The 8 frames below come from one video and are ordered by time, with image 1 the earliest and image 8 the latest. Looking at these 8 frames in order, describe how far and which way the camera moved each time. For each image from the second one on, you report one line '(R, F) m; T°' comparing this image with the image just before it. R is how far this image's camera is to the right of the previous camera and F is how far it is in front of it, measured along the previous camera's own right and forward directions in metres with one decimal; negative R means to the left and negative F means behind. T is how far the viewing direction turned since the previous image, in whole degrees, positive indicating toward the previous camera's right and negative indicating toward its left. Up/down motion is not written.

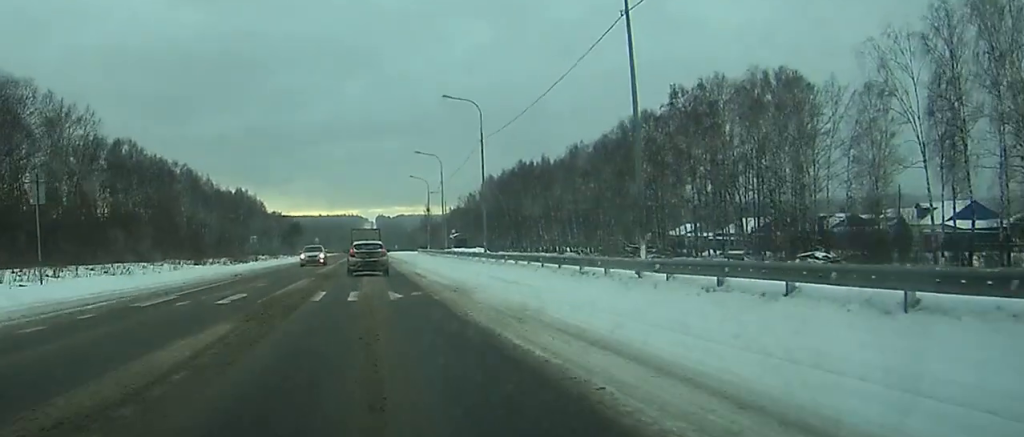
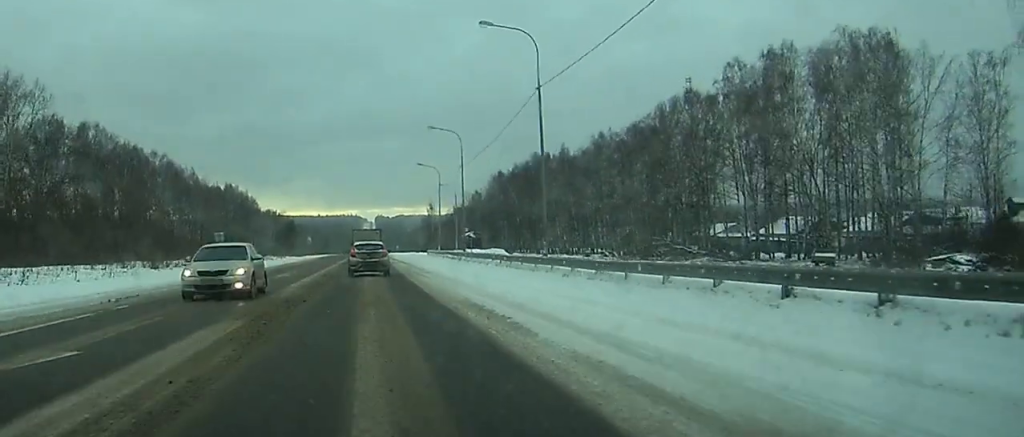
(0.0, +20.2) m; 0°
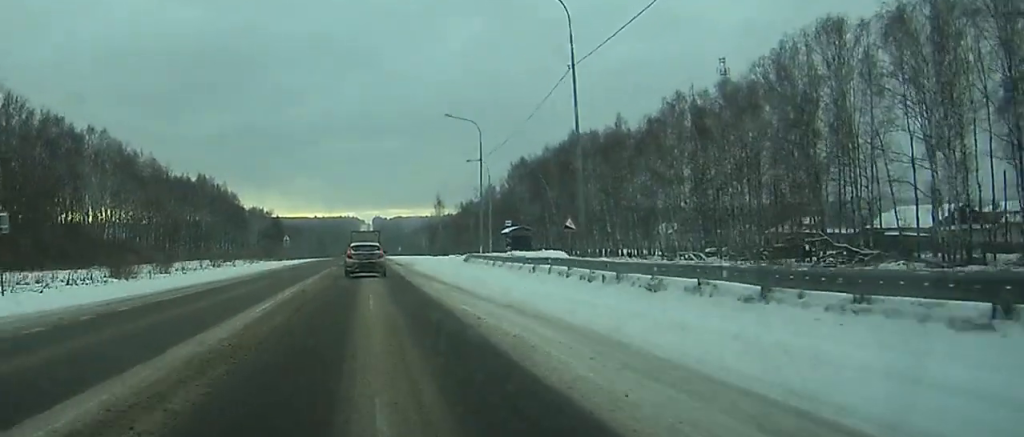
(-0.2, +41.0) m; 0°
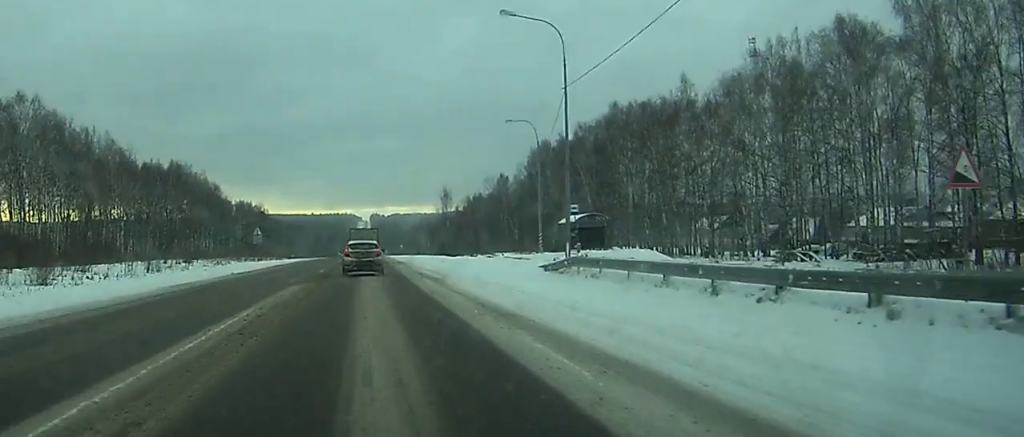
(+0.2, +29.8) m; +1°
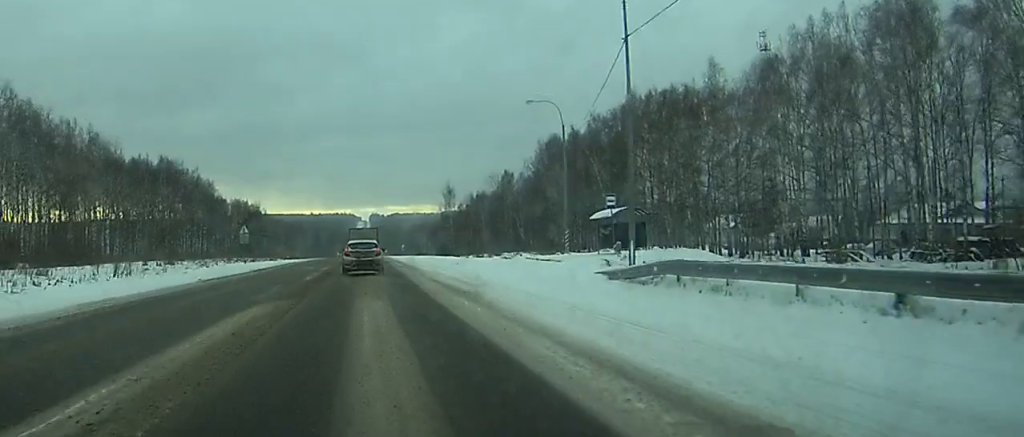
(0.0, +9.4) m; 0°
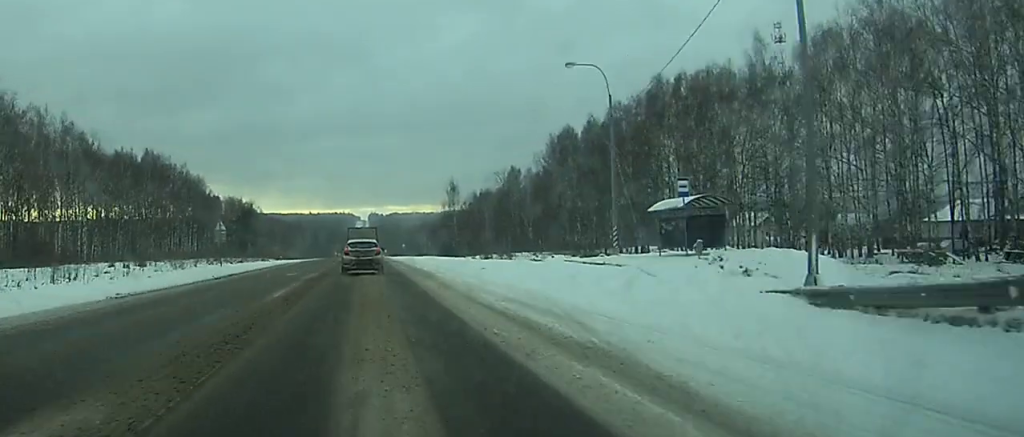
(+0.1, +12.5) m; 0°
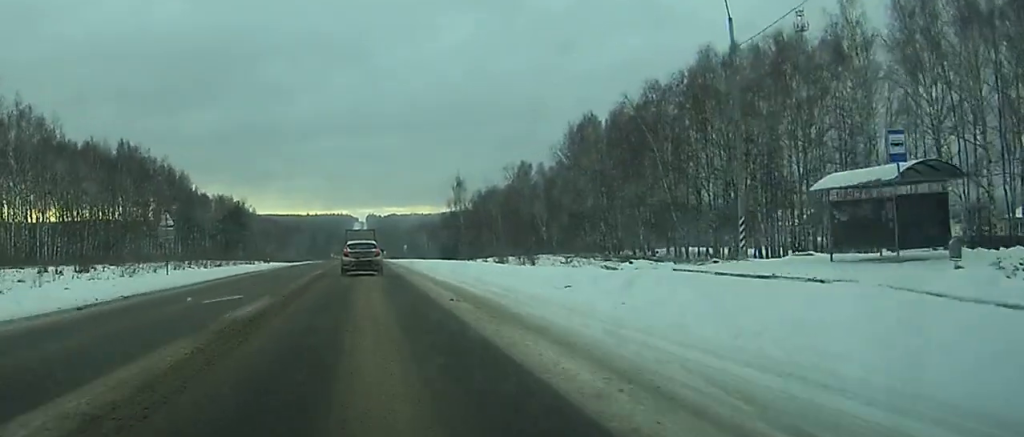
(0.0, +17.7) m; 0°
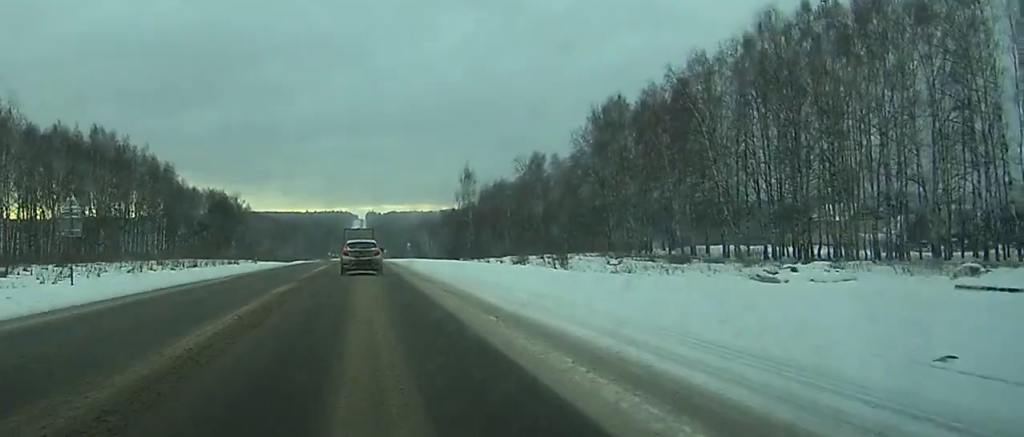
(0.0, +16.3) m; 0°
